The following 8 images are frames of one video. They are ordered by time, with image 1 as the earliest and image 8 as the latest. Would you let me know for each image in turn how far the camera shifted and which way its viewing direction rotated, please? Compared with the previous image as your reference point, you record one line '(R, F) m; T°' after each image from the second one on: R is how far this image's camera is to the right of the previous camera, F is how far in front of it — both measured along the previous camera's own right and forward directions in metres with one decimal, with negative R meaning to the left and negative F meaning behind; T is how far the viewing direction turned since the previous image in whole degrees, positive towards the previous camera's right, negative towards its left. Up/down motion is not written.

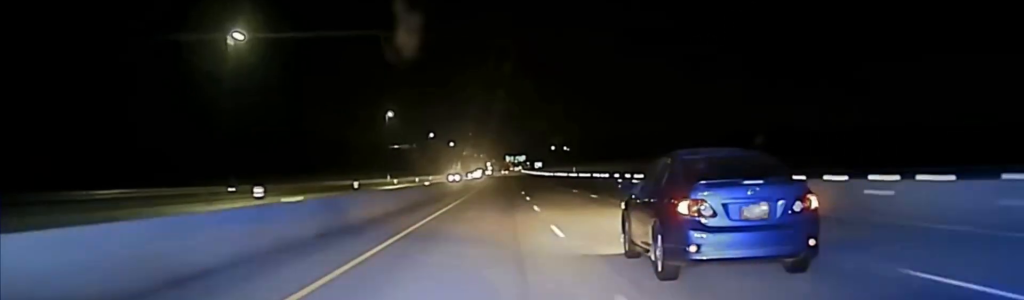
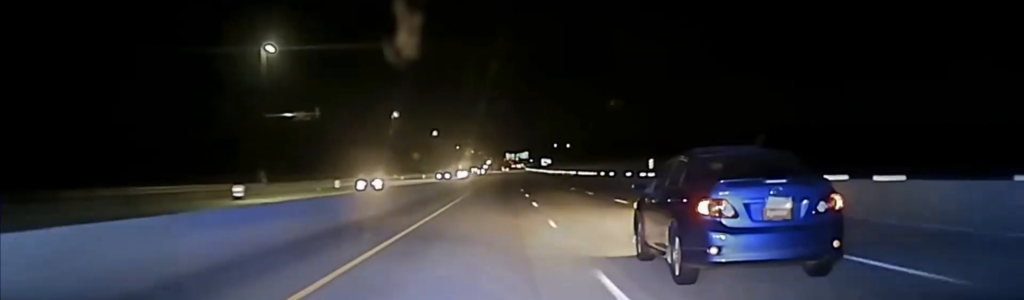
(+0.2, +75.8) m; +1°
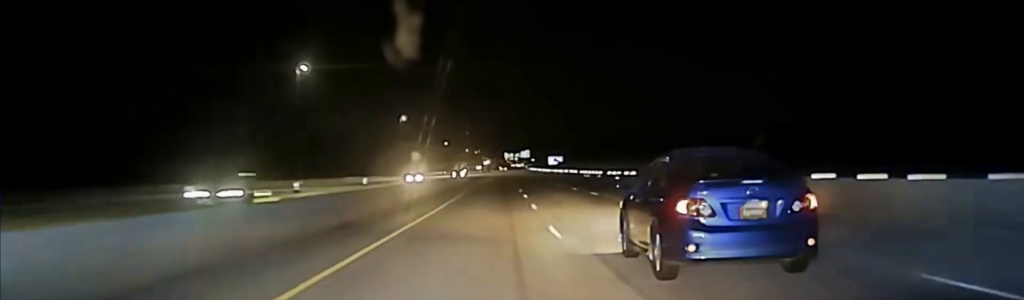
(+0.3, +74.5) m; 0°
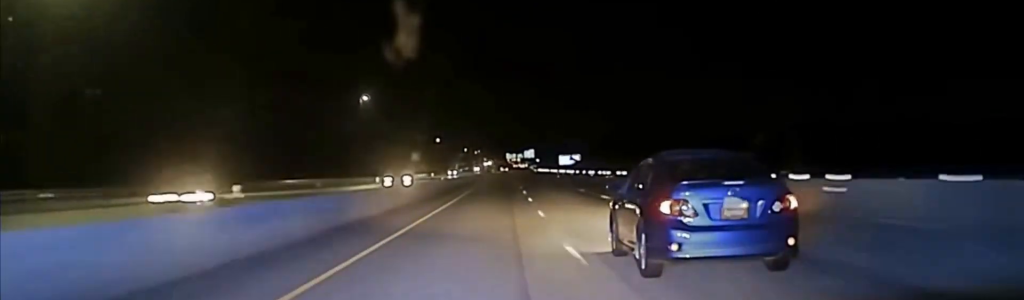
(+0.2, +51.3) m; 0°
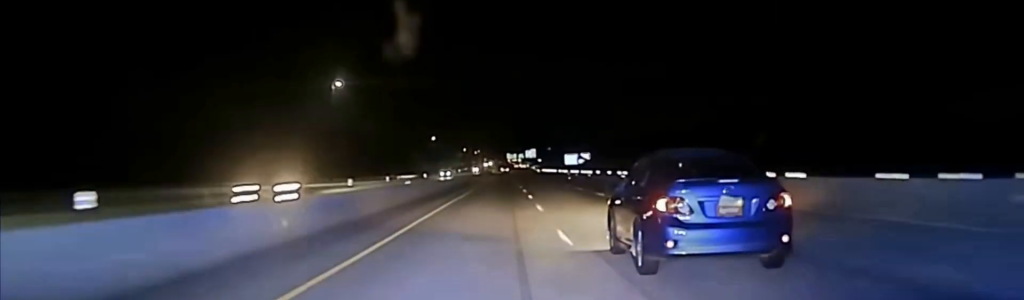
(-0.2, +20.3) m; 0°
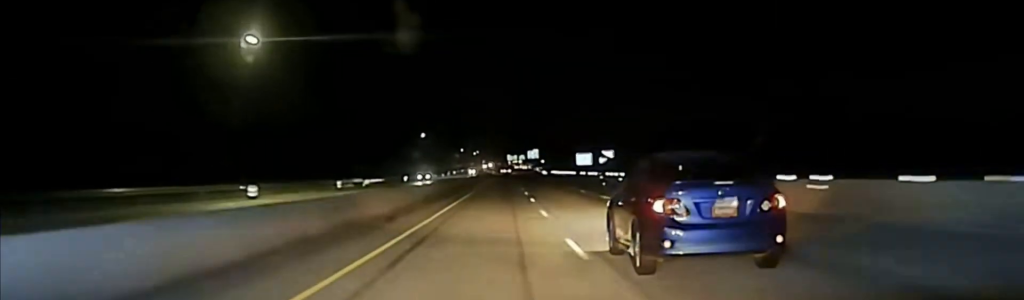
(-0.3, +41.0) m; 0°
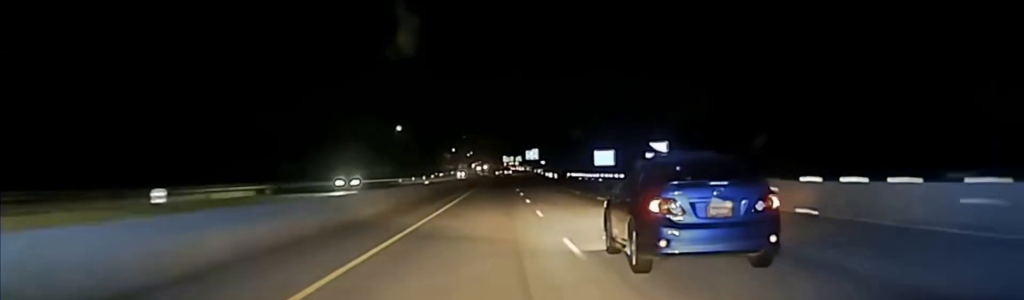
(+0.4, +50.1) m; +1°
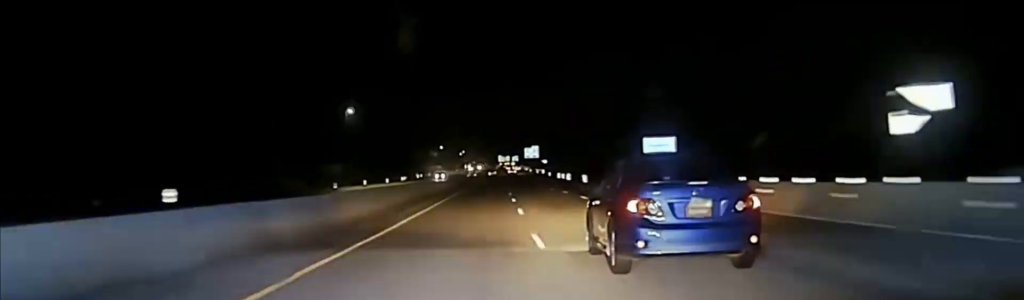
(+0.1, +61.4) m; 0°
